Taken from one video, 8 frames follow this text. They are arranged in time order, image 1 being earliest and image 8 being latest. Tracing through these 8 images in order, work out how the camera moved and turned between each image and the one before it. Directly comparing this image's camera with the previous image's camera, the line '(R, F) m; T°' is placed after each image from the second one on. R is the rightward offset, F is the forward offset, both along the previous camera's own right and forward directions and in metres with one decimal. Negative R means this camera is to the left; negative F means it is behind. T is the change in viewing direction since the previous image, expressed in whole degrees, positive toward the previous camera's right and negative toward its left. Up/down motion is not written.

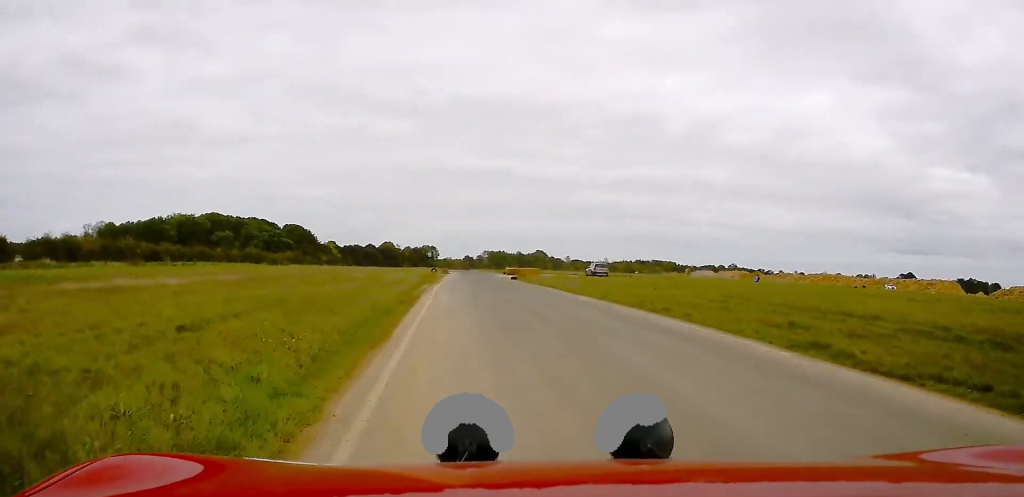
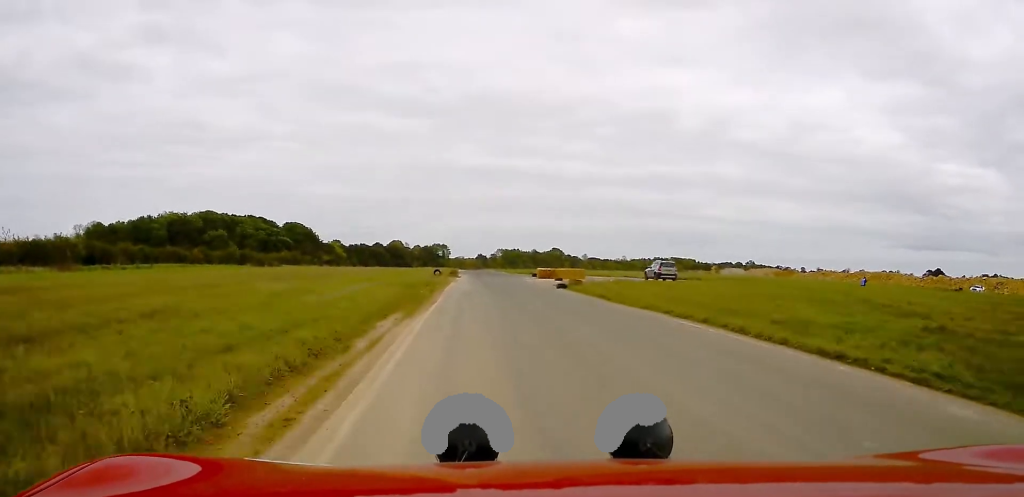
(+0.3, +25.2) m; 0°
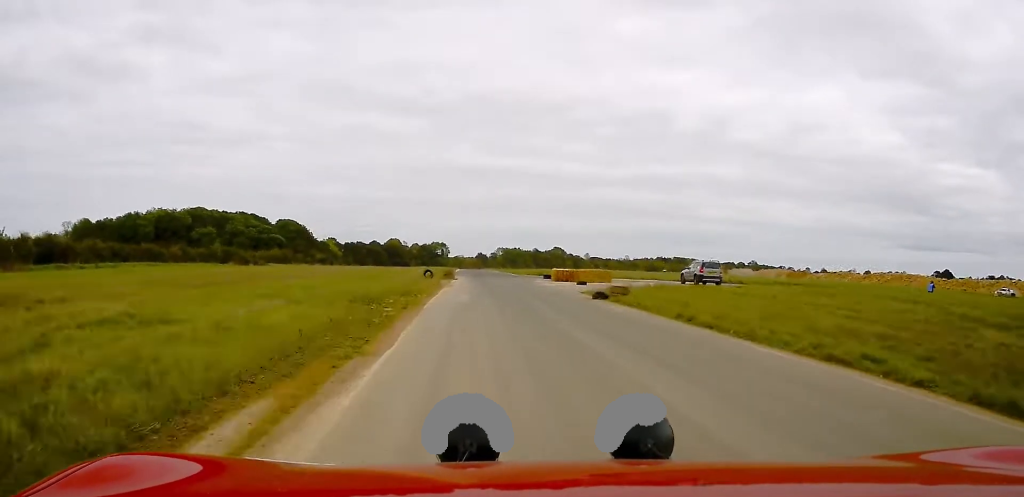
(0.0, +12.5) m; 0°
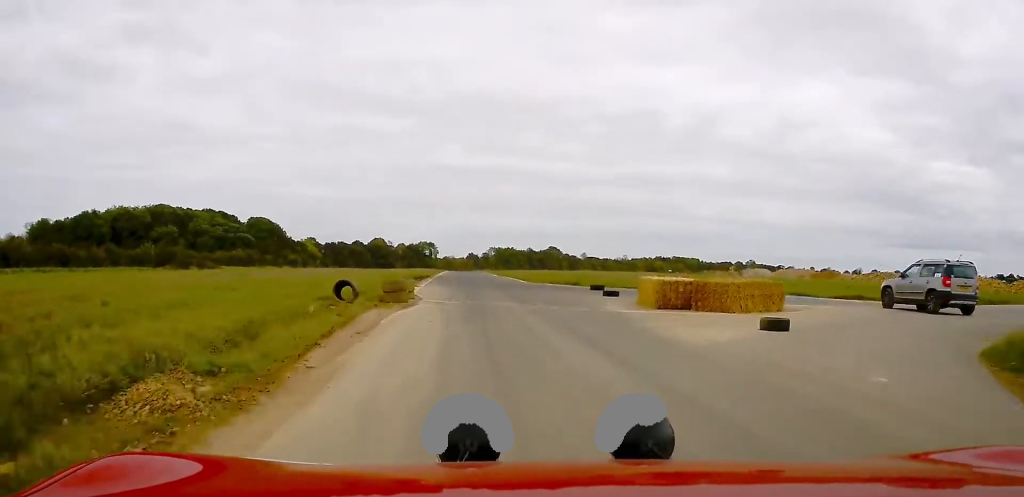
(0.0, +29.6) m; 0°
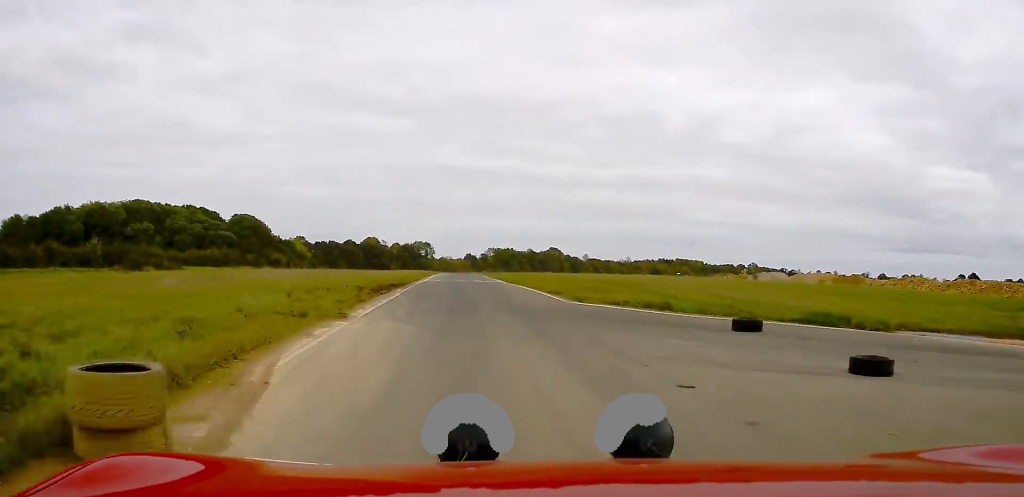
(0.0, +19.0) m; 0°
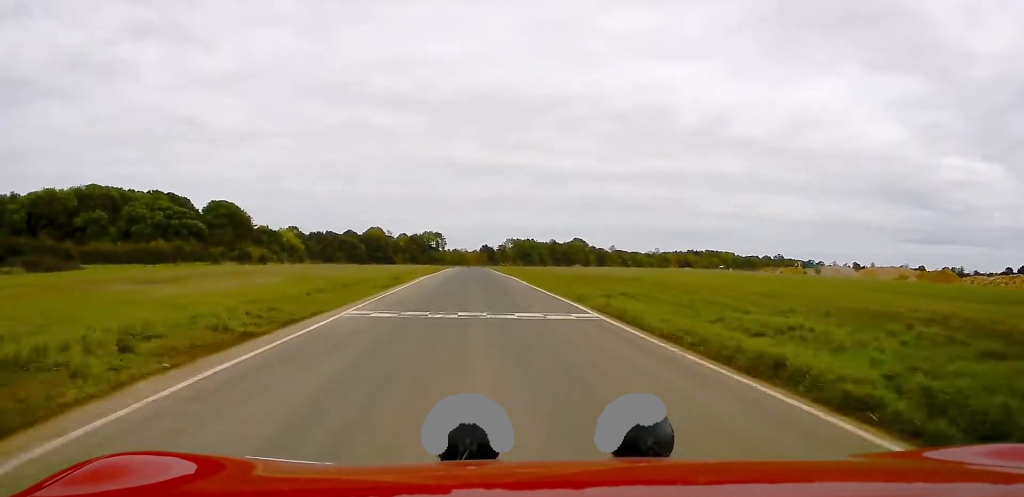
(+0.1, +42.3) m; -1°
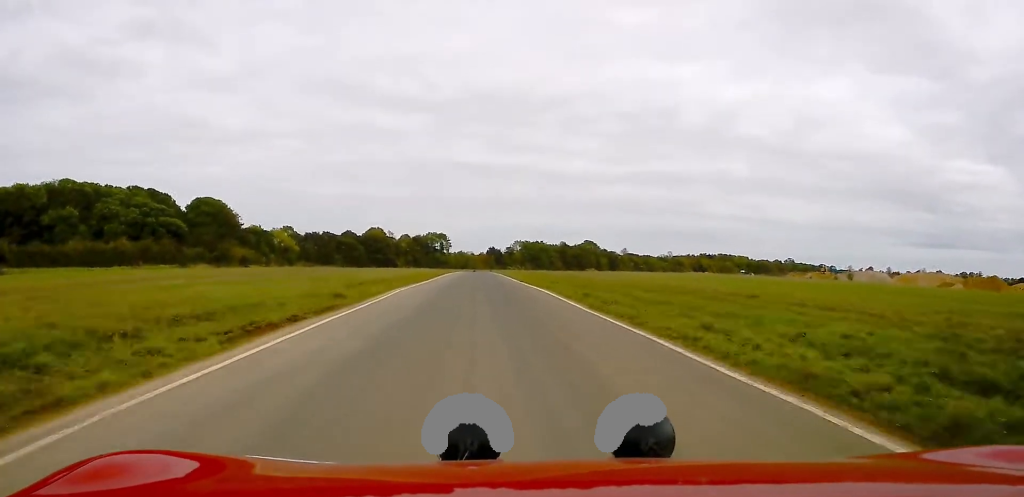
(-0.1, +19.6) m; 0°
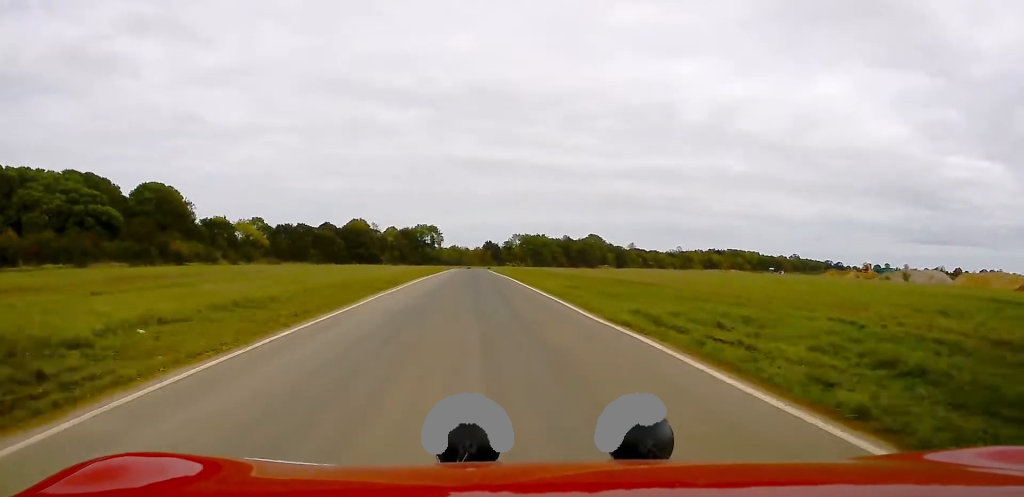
(-0.1, +35.0) m; 0°
